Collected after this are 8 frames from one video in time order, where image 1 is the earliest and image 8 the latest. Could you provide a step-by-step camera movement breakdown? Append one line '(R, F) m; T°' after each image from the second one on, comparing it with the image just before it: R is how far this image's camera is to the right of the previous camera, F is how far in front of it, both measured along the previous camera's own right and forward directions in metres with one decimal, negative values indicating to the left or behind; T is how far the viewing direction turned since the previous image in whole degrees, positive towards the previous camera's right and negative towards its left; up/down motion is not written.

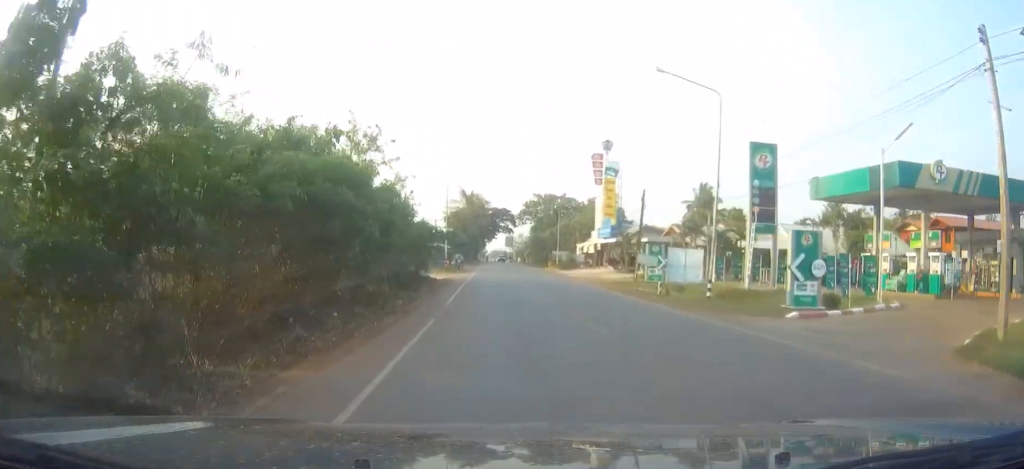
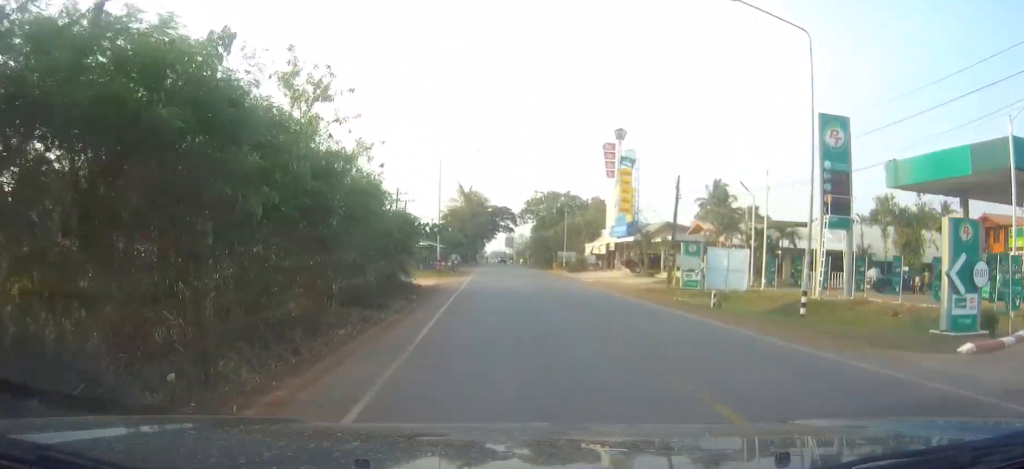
(+0.1, +9.1) m; 0°
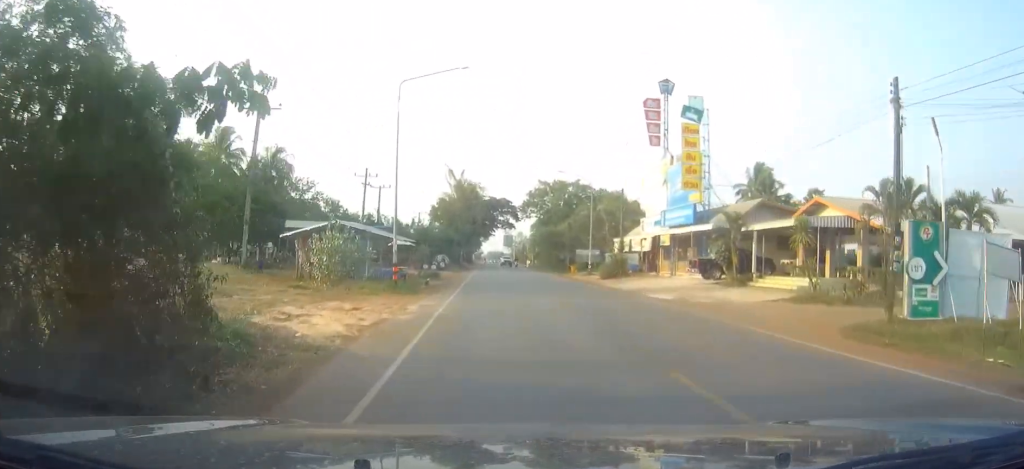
(0.0, +22.8) m; 0°
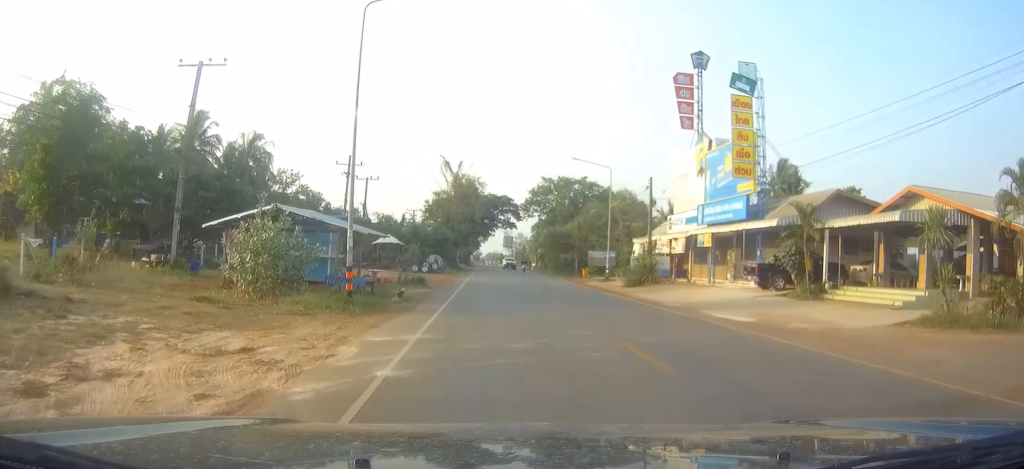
(0.0, +9.5) m; 0°
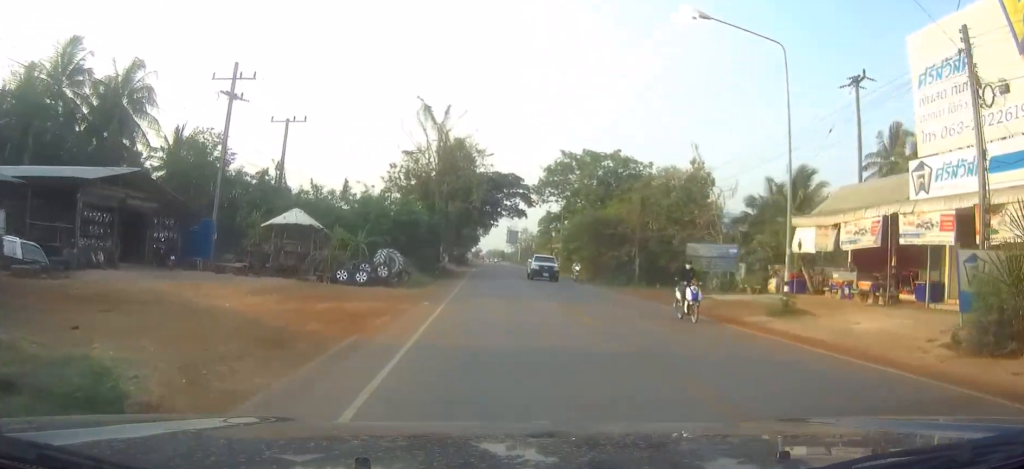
(0.0, +31.4) m; 0°
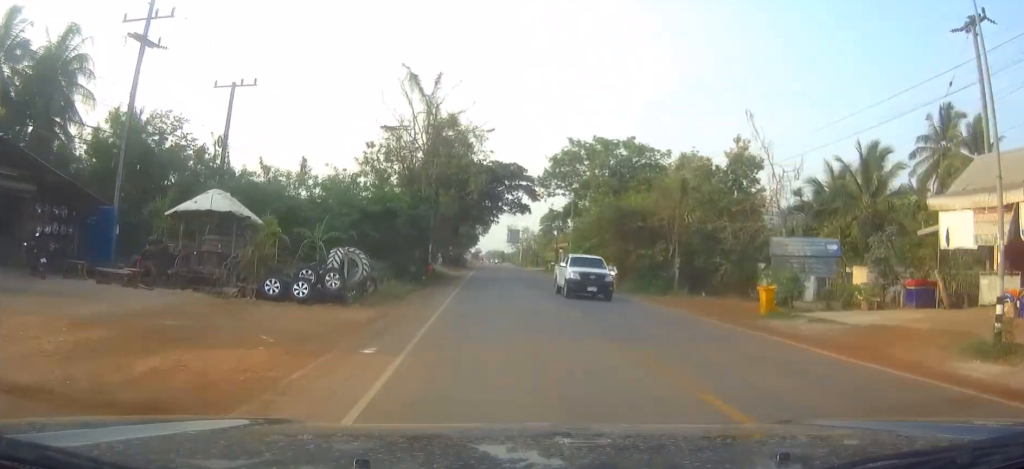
(0.0, +10.3) m; 0°
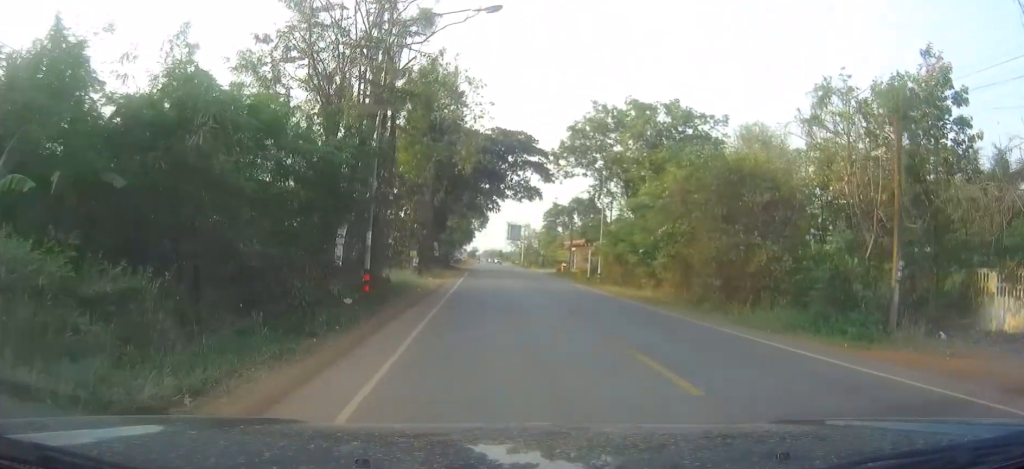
(0.0, +21.8) m; 0°
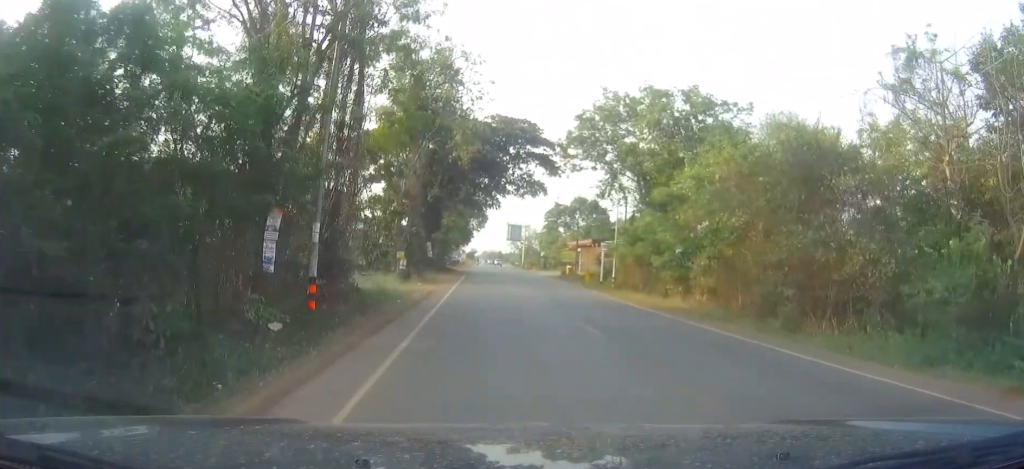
(0.0, +6.5) m; 0°
